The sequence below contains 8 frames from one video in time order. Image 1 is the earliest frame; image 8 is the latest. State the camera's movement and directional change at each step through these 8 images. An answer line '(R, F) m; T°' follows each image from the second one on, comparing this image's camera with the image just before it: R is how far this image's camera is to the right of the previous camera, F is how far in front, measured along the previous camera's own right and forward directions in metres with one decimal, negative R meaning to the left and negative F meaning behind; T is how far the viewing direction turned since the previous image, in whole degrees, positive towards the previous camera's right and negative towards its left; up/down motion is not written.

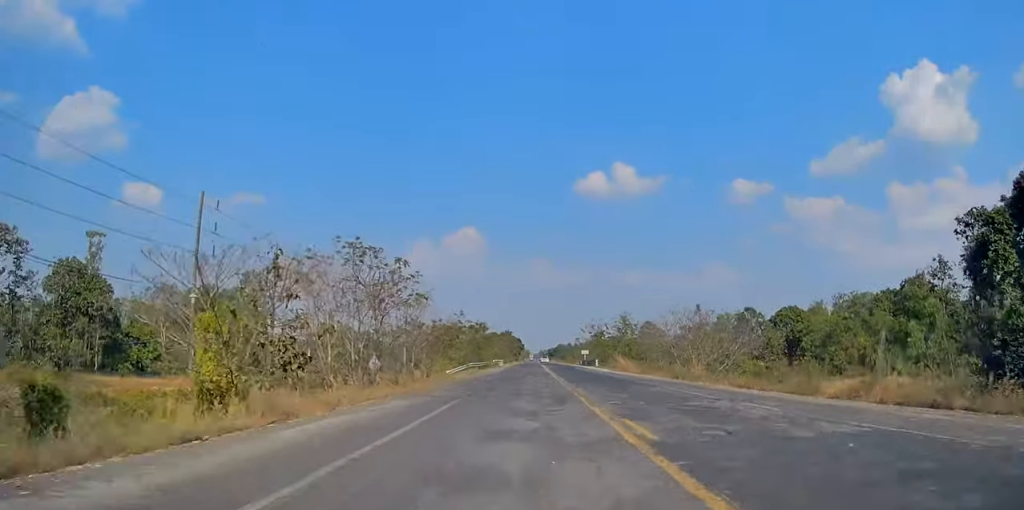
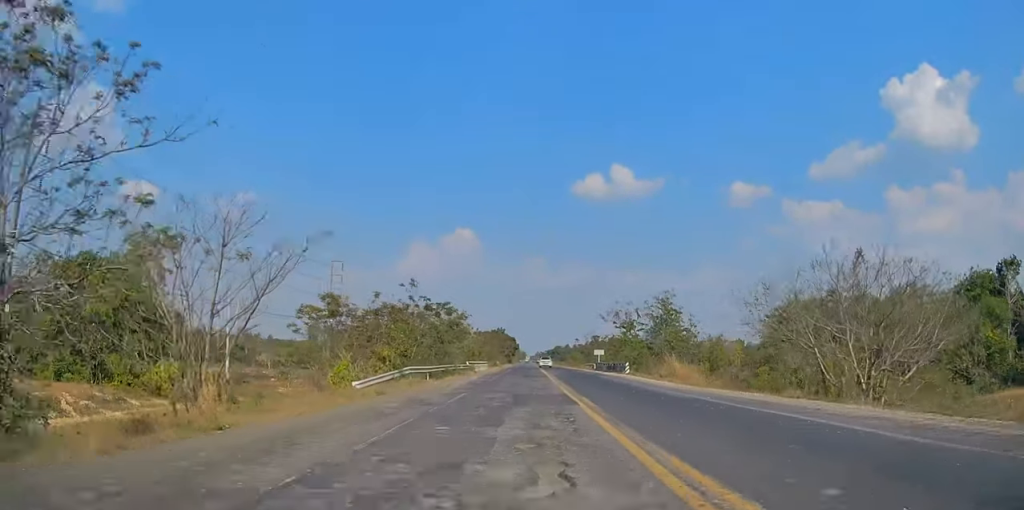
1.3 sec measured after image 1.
(+0.1, +28.0) m; +1°
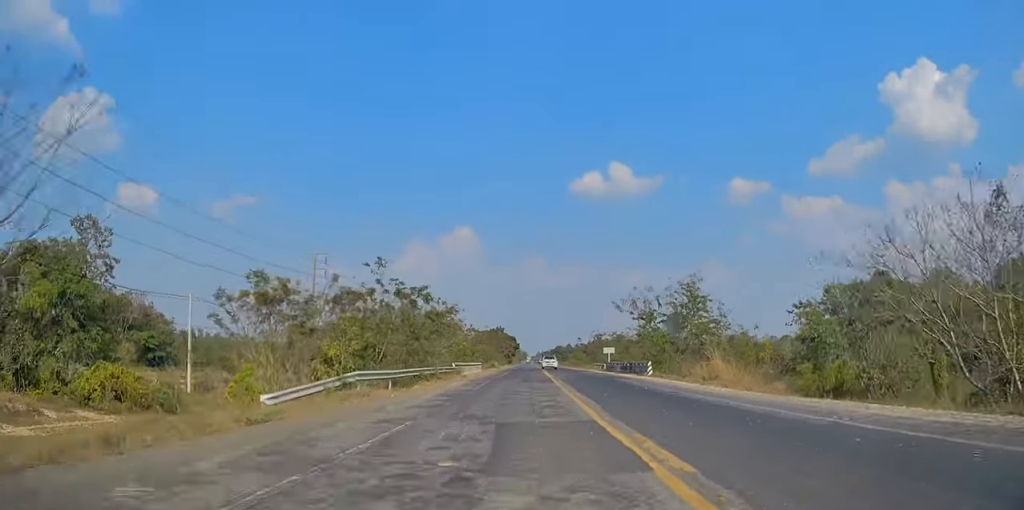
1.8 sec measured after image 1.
(0.0, +9.9) m; 0°
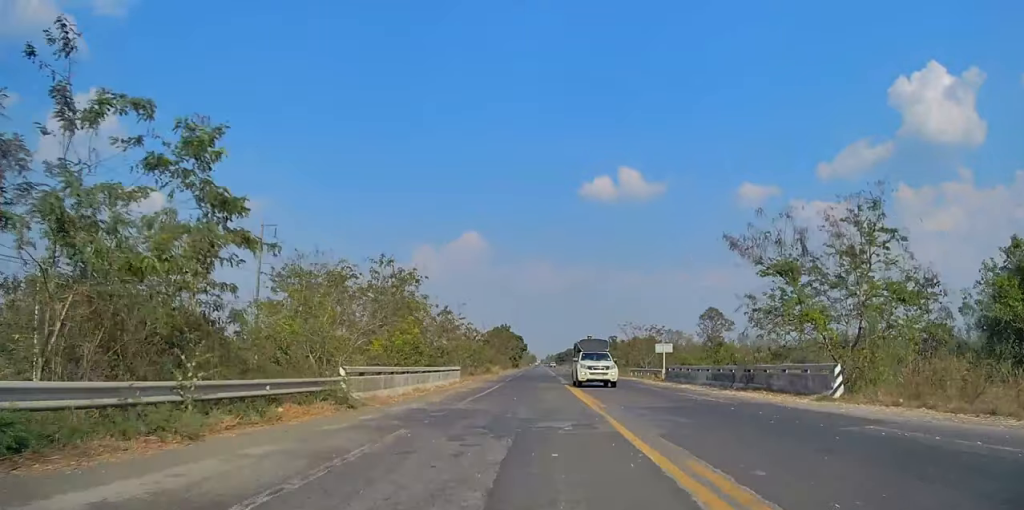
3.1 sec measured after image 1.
(-0.3, +27.4) m; -1°
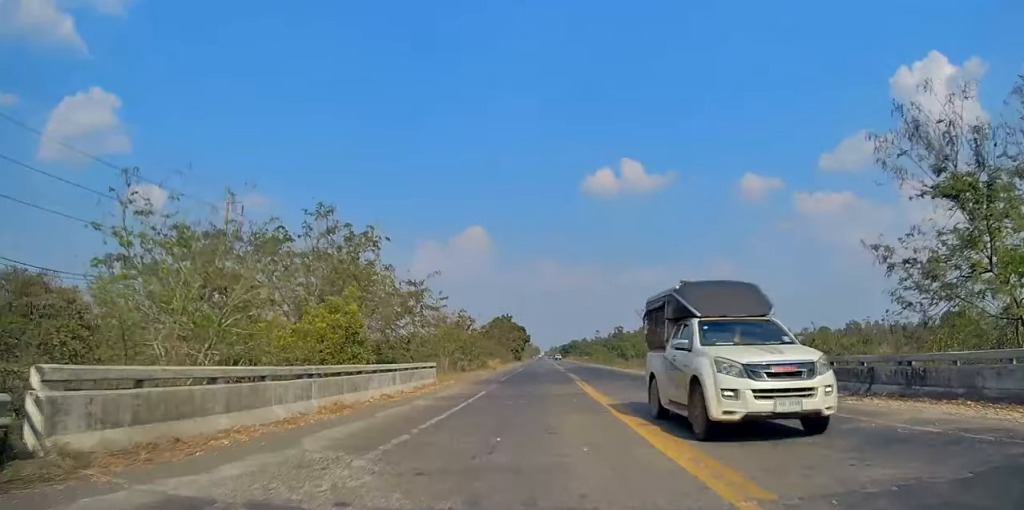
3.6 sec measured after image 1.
(-0.1, +10.8) m; 0°
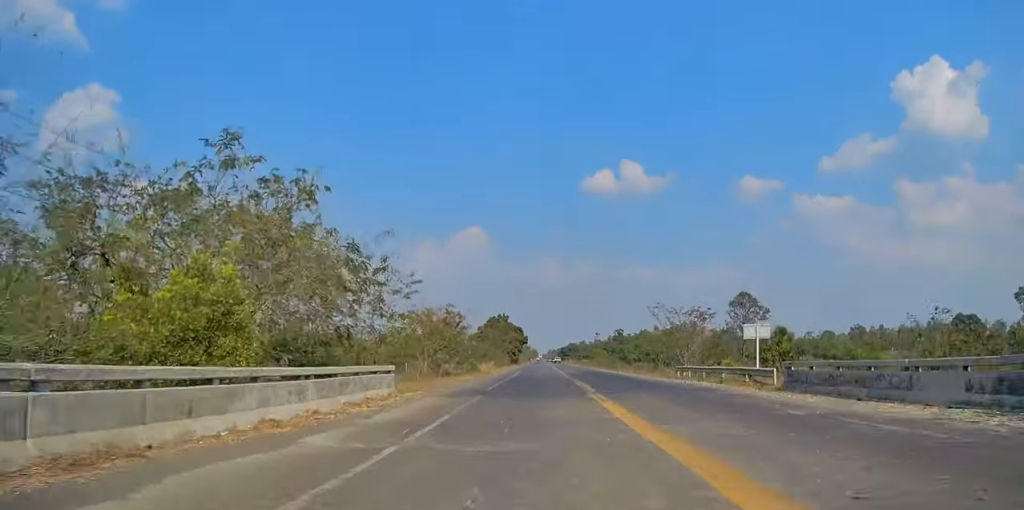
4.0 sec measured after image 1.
(0.0, +8.7) m; 0°
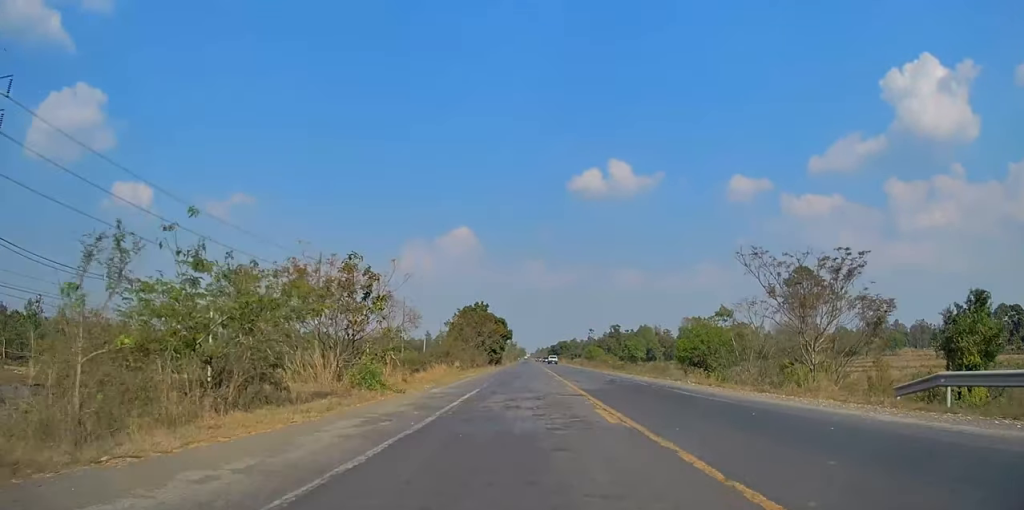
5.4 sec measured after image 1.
(+0.4, +29.0) m; +1°
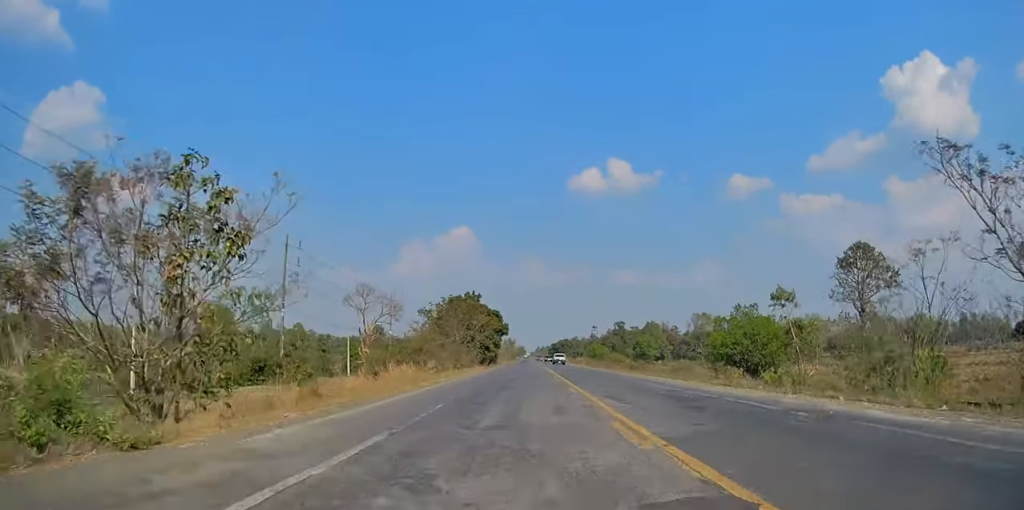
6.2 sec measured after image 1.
(-0.1, +16.1) m; -1°
